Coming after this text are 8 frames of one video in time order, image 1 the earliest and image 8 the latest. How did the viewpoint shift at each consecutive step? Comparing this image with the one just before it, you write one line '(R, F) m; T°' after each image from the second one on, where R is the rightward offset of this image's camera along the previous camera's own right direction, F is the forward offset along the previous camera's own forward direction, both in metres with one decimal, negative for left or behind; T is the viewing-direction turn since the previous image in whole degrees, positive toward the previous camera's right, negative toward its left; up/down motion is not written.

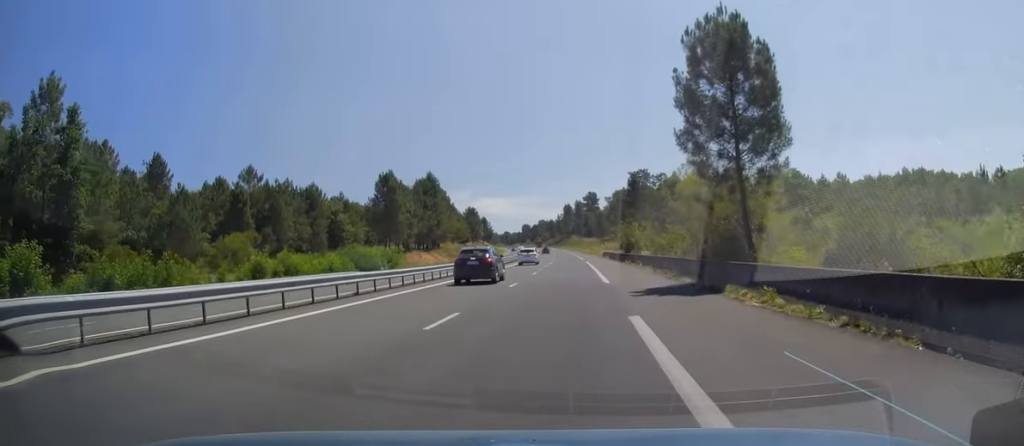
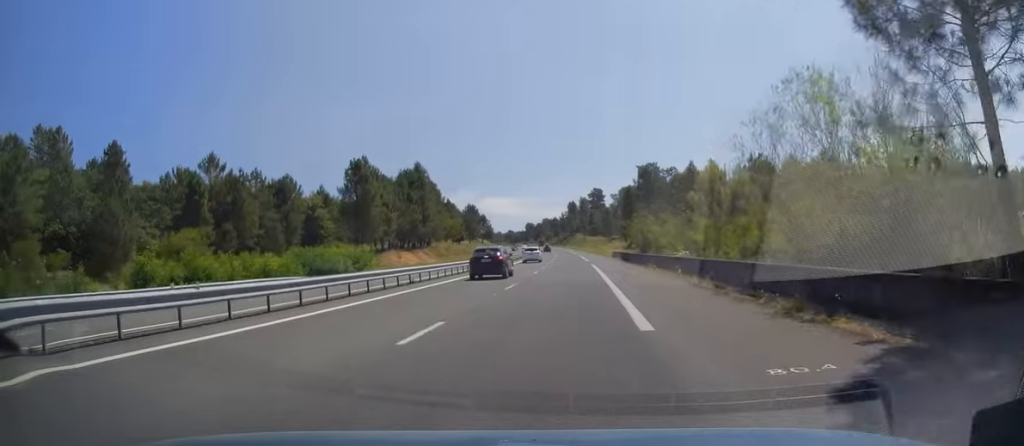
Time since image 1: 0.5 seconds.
(-0.1, +15.1) m; 0°
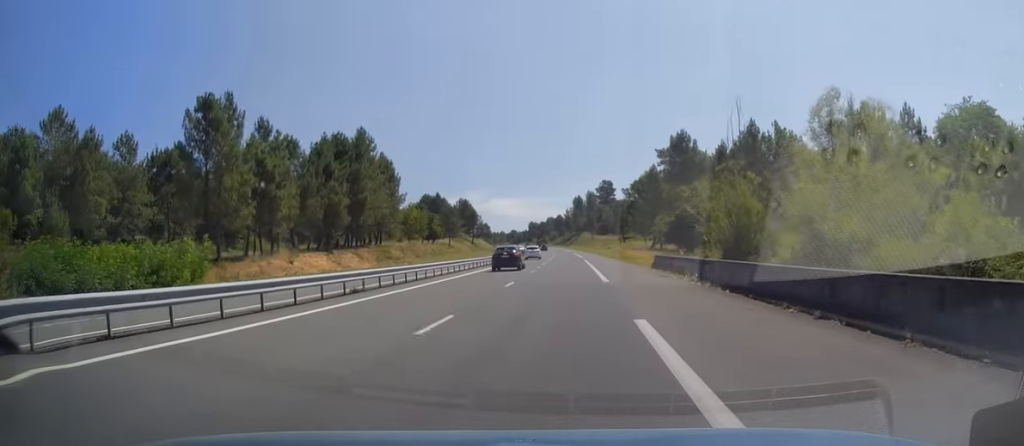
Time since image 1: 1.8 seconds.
(-0.2, +38.3) m; -1°
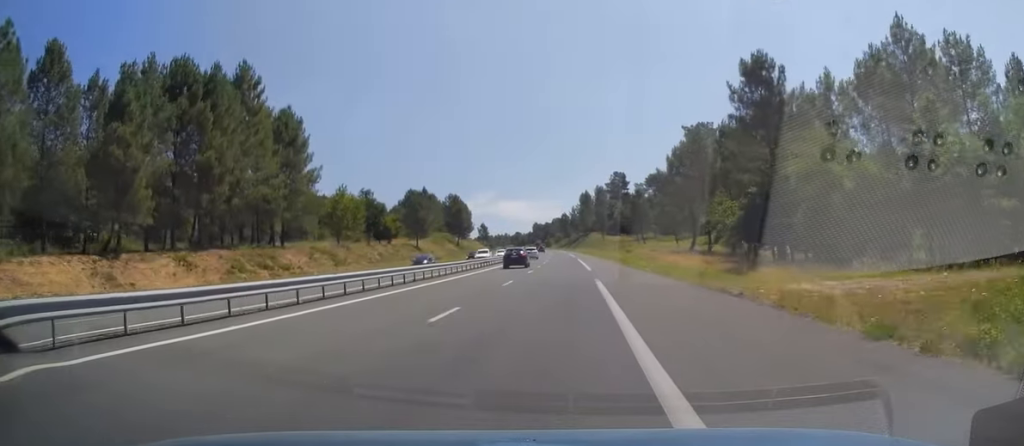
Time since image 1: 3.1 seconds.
(-0.4, +37.2) m; -1°
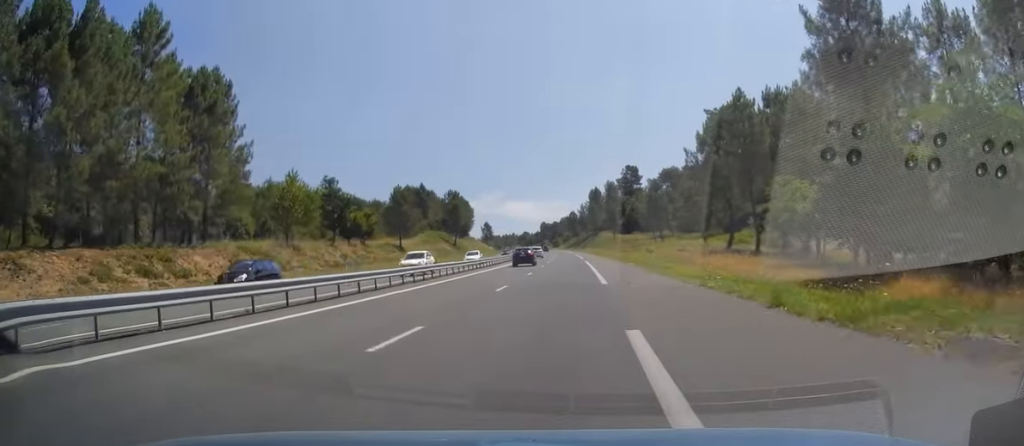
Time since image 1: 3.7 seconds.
(0.0, +16.9) m; 0°
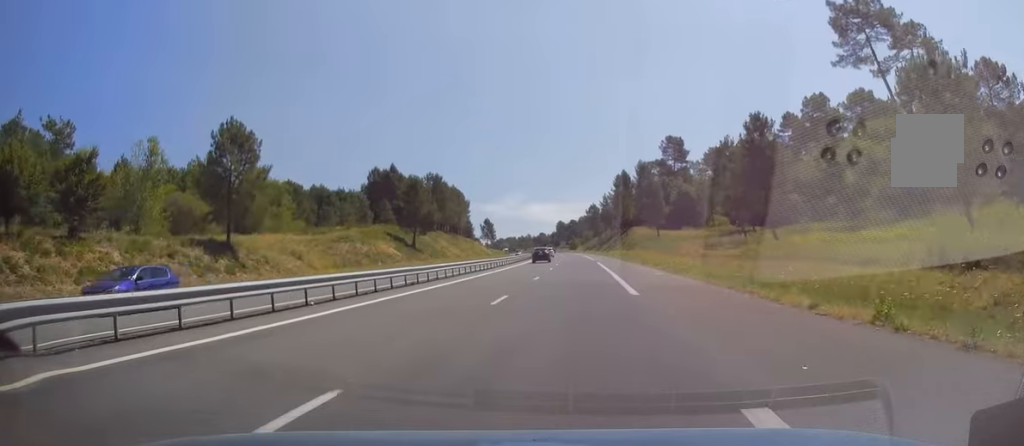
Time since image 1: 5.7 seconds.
(-1.0, +58.1) m; -2°
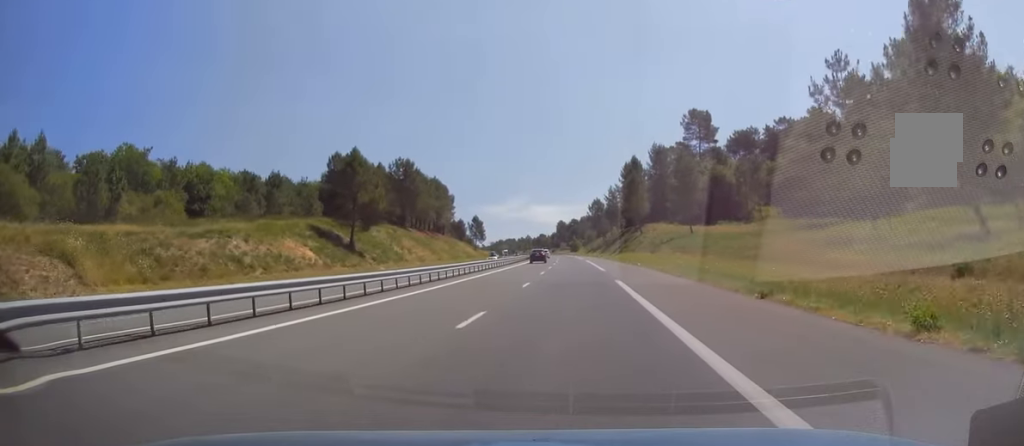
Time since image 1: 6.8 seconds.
(-0.1, +31.0) m; -1°
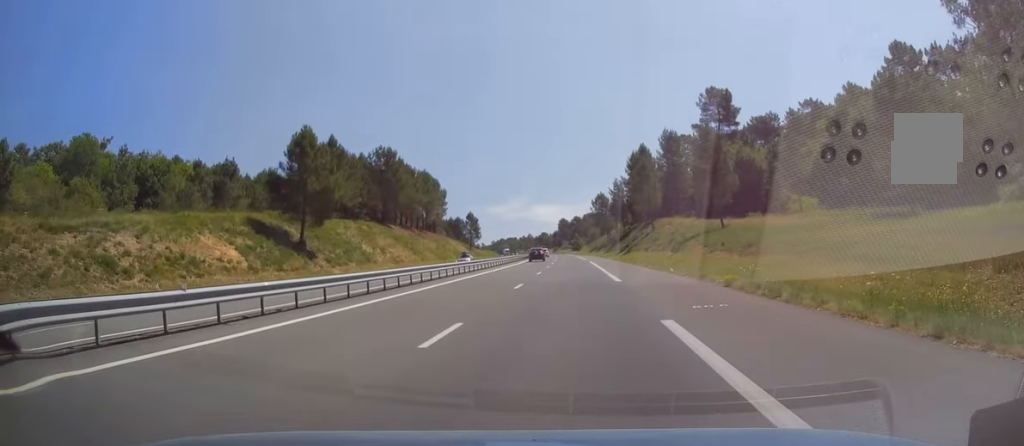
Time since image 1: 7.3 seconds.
(-0.2, +15.5) m; 0°
